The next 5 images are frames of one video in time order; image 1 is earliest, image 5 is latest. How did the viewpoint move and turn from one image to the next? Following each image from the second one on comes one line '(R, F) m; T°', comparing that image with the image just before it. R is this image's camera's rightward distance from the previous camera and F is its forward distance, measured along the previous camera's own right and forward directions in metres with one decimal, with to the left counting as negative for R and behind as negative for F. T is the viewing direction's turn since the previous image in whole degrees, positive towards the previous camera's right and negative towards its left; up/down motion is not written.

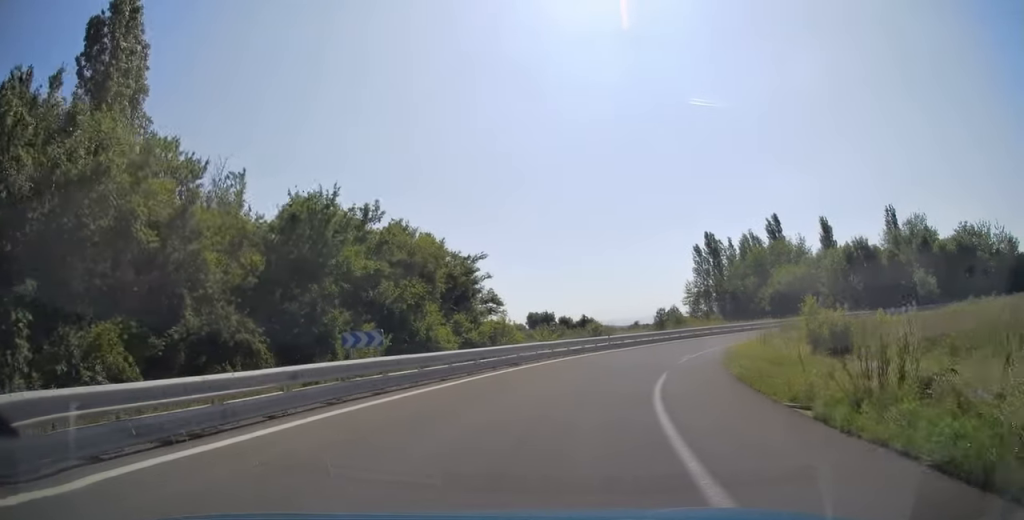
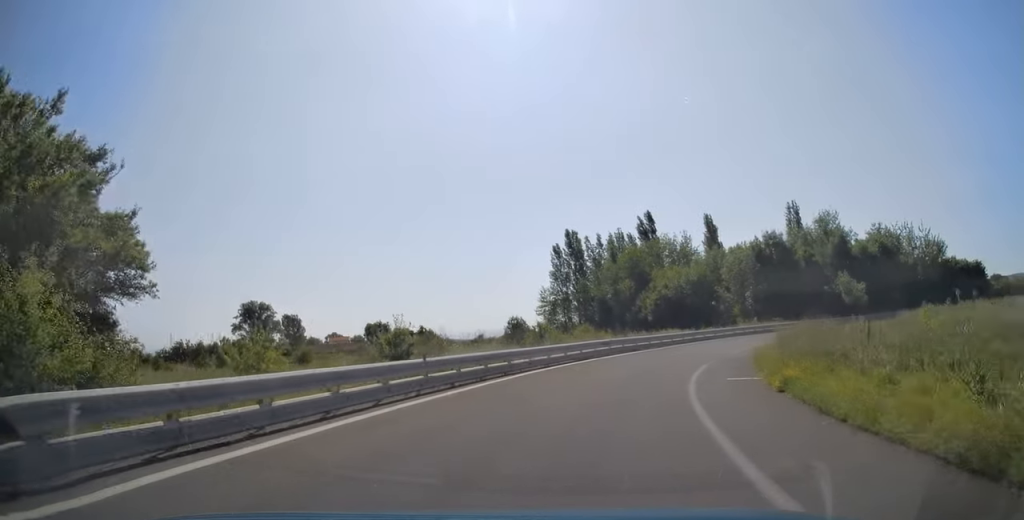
(+1.8, +20.5) m; +13°
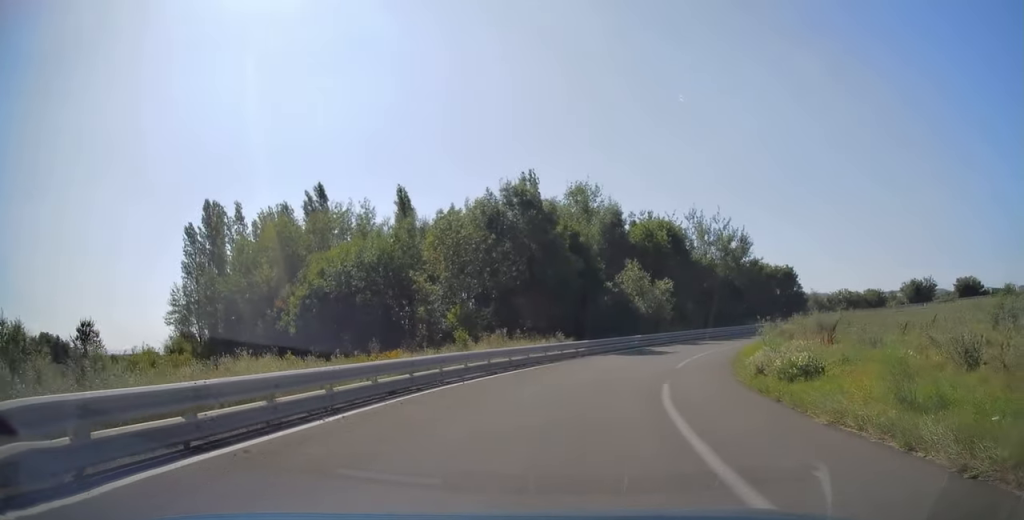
(+8.6, +32.5) m; +29°
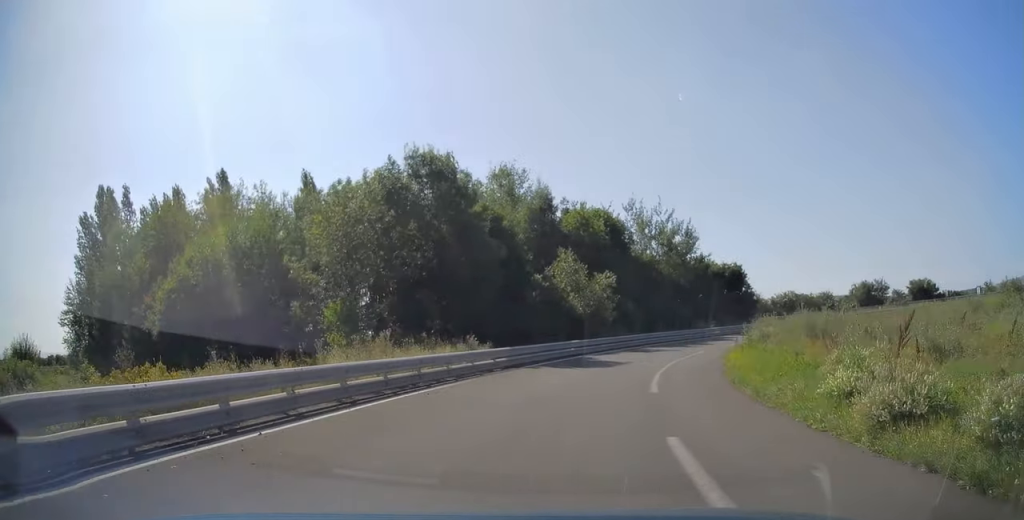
(+0.5, +8.5) m; +7°
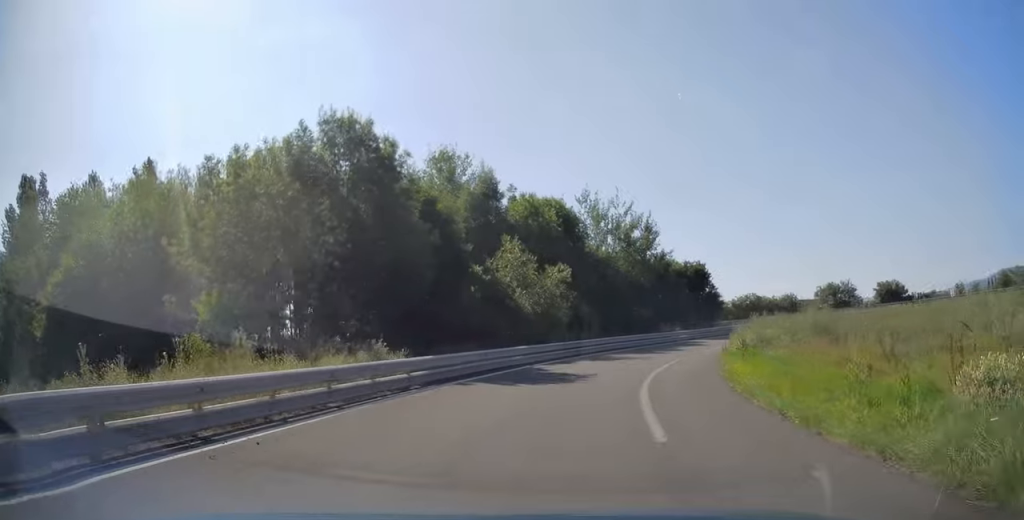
(+0.5, +6.1) m; +5°
